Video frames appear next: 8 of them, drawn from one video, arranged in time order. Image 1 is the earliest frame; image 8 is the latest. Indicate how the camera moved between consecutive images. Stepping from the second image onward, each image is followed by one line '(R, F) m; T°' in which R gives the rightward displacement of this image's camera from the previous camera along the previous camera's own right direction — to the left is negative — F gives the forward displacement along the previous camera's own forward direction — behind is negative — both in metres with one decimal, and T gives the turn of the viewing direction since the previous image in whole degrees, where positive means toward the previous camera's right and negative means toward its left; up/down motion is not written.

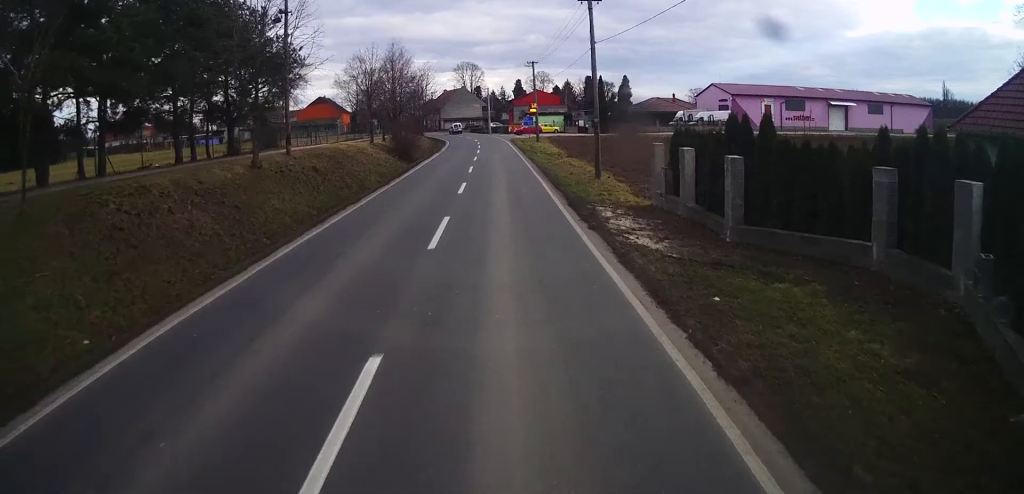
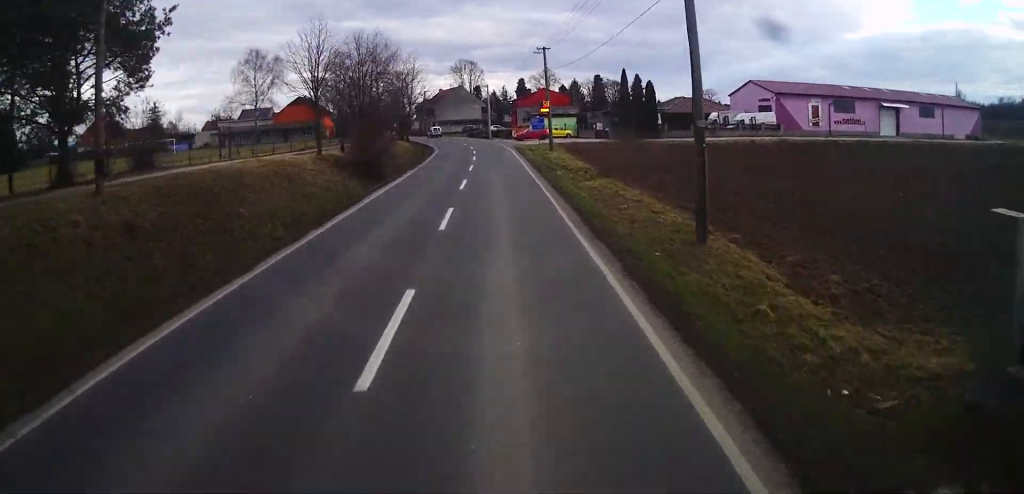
(0.0, +16.1) m; 0°
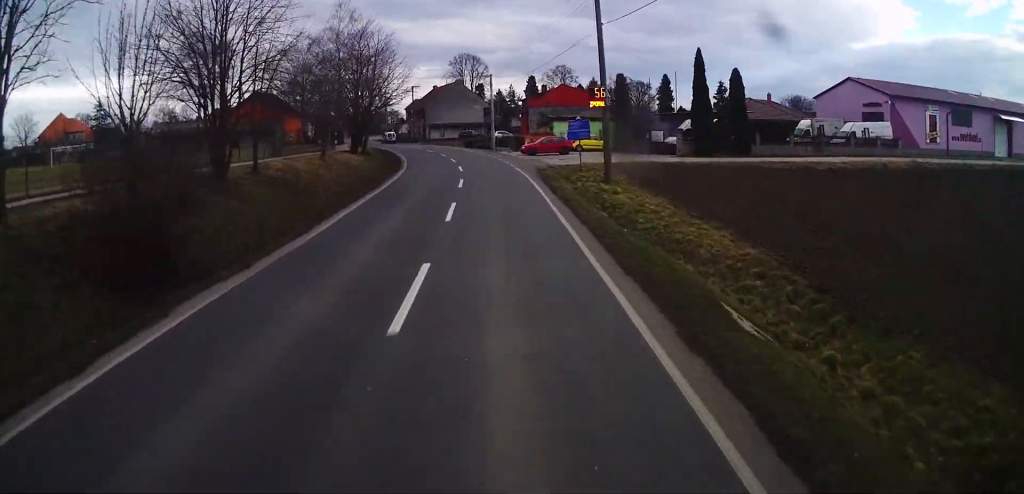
(0.0, +25.7) m; 0°
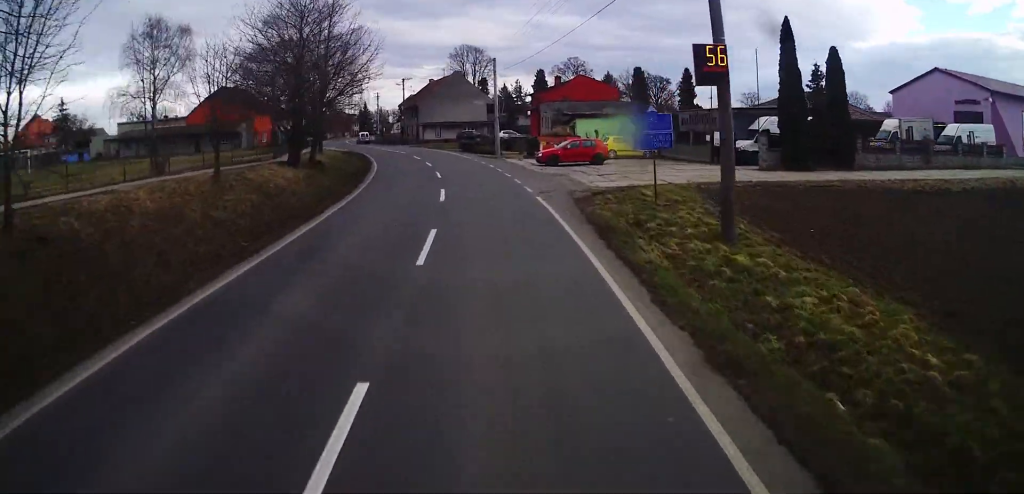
(0.0, +14.2) m; 0°
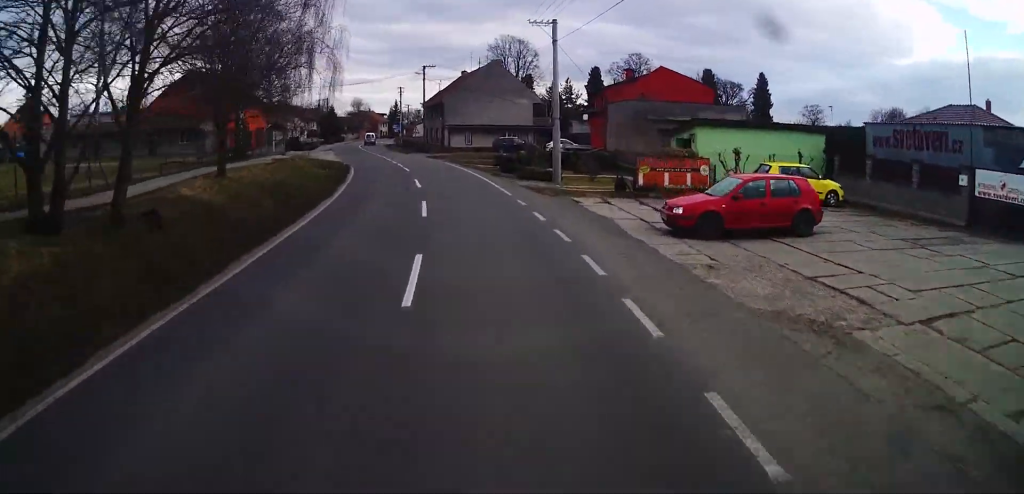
(0.0, +20.1) m; 0°
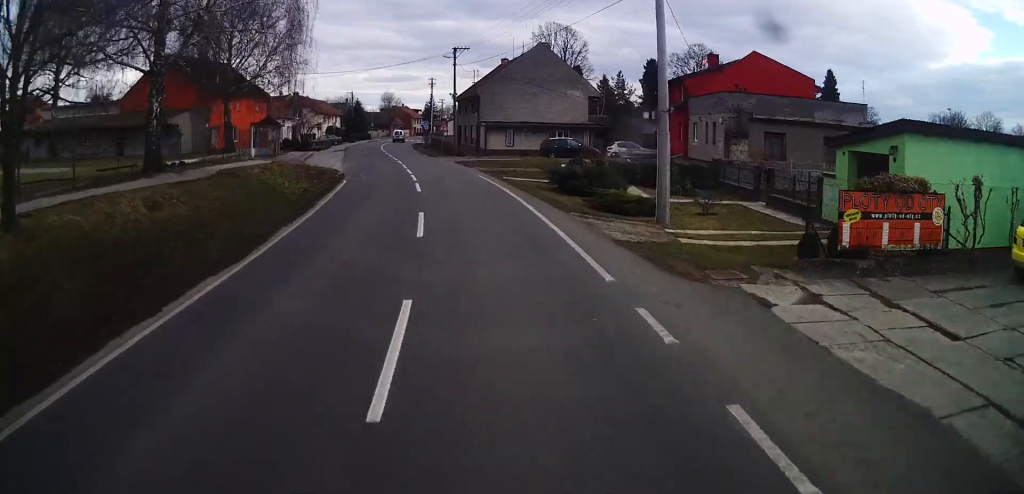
(0.0, +12.2) m; 0°
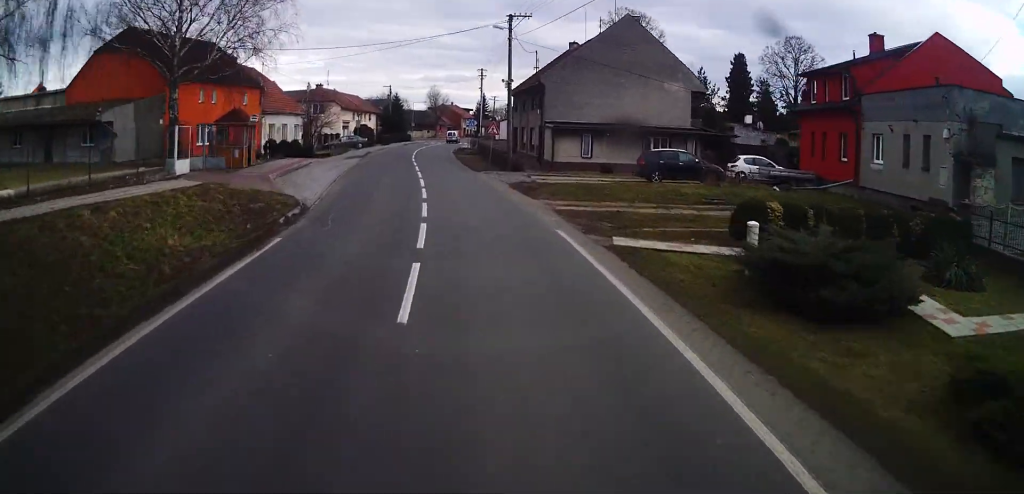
(0.0, +15.5) m; -1°
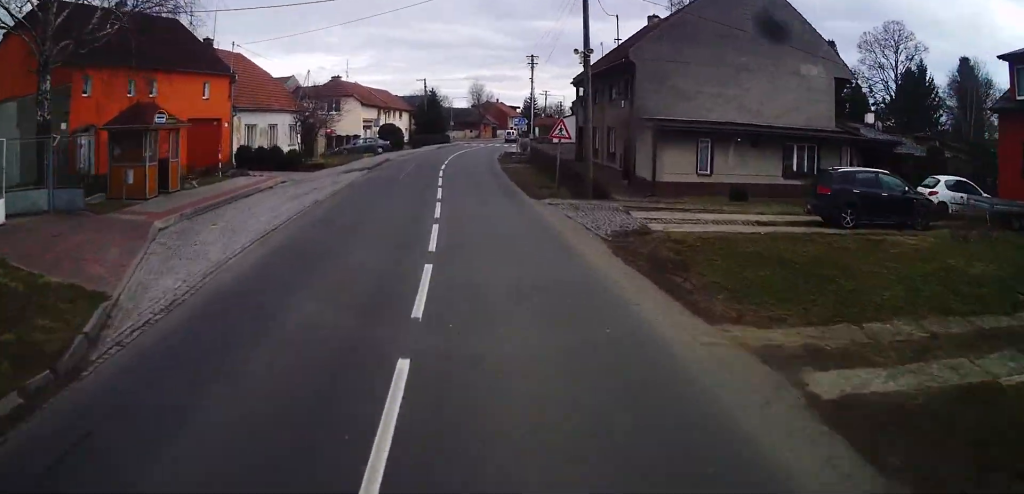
(+0.1, +13.6) m; -6°
